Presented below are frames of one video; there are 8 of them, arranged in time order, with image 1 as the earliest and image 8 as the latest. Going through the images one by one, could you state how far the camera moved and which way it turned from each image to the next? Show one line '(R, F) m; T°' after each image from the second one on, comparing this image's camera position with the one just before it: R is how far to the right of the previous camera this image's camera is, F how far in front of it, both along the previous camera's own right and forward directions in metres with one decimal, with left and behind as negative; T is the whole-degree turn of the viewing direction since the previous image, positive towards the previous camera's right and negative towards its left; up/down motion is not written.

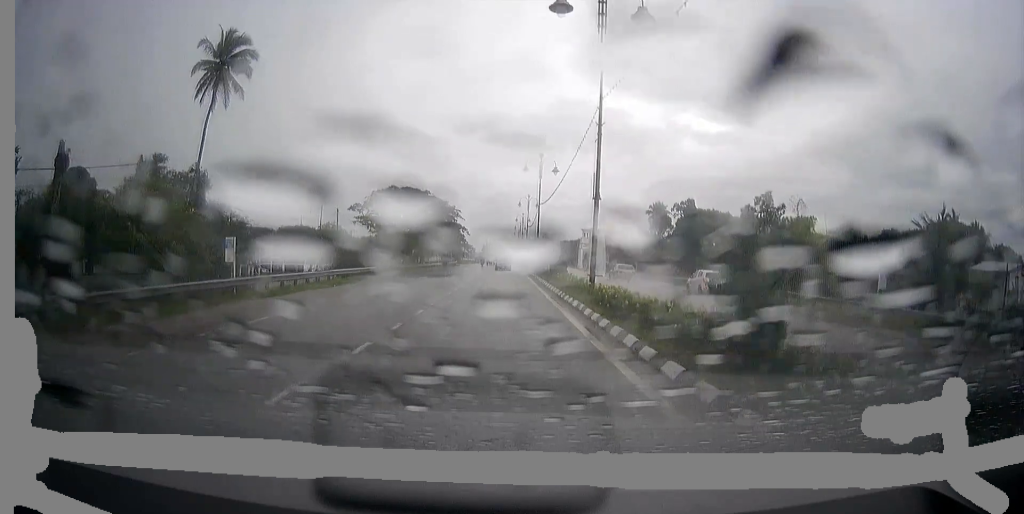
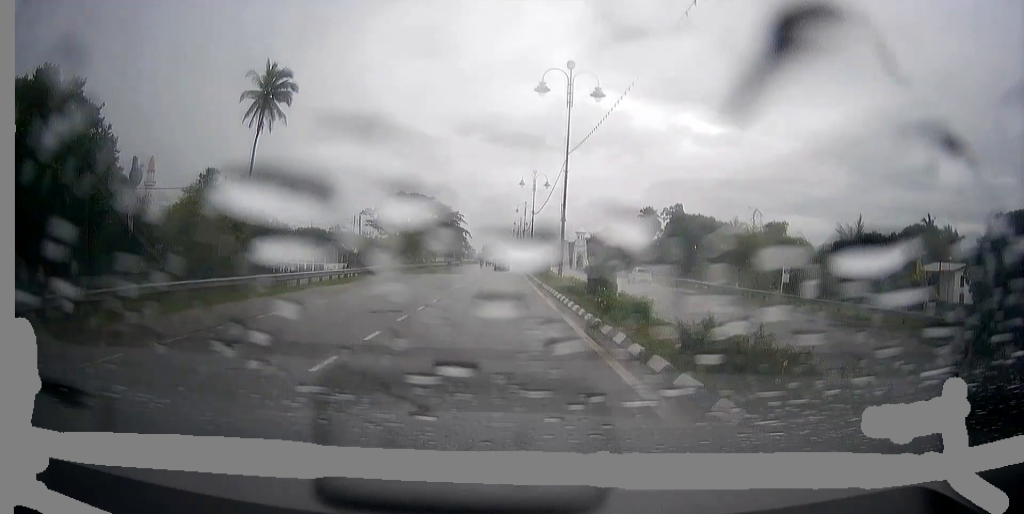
(0.0, +9.9) m; 0°
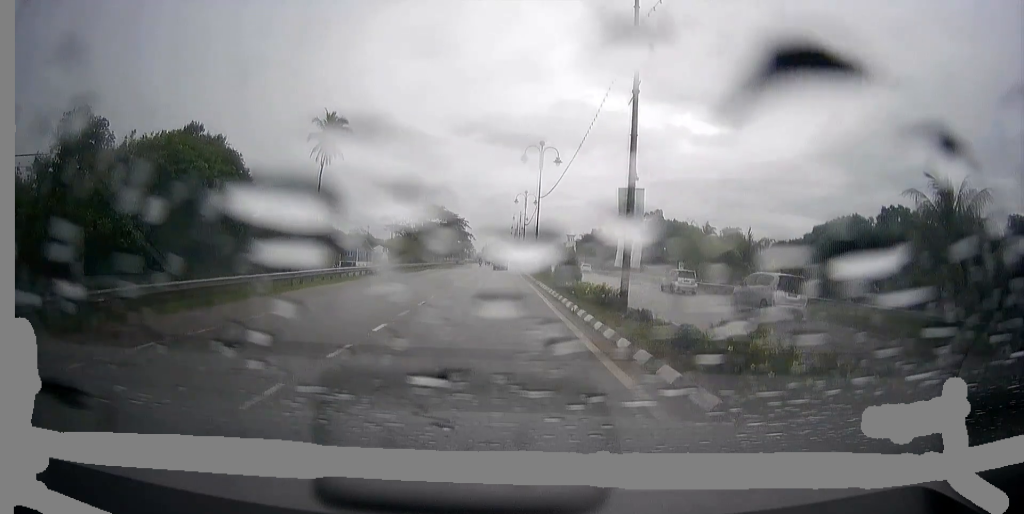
(0.0, +22.3) m; 0°
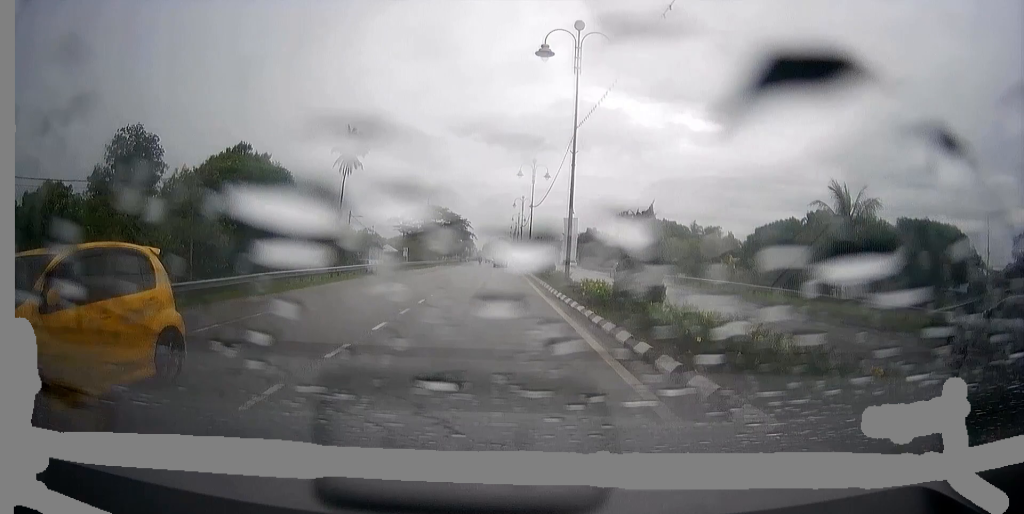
(0.0, +10.9) m; 0°
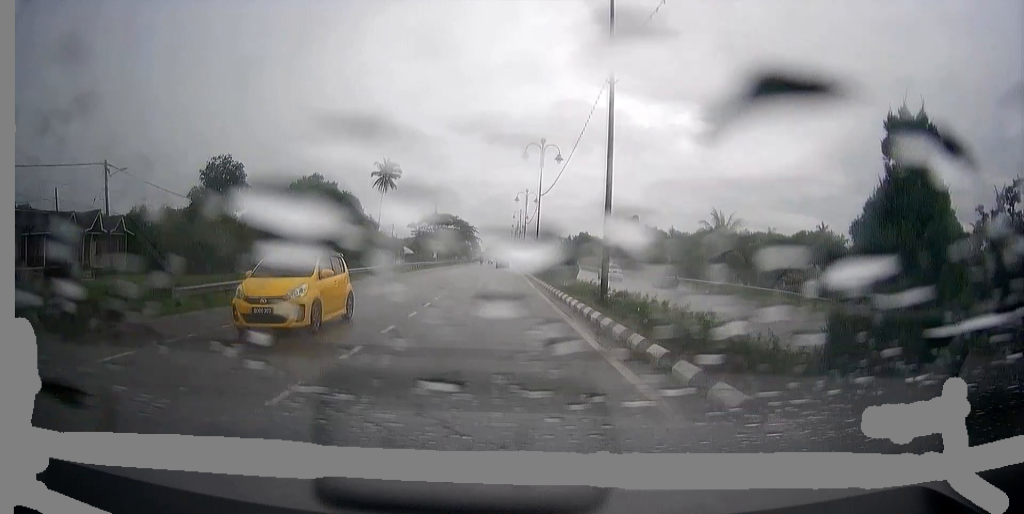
(-0.3, +25.8) m; 0°
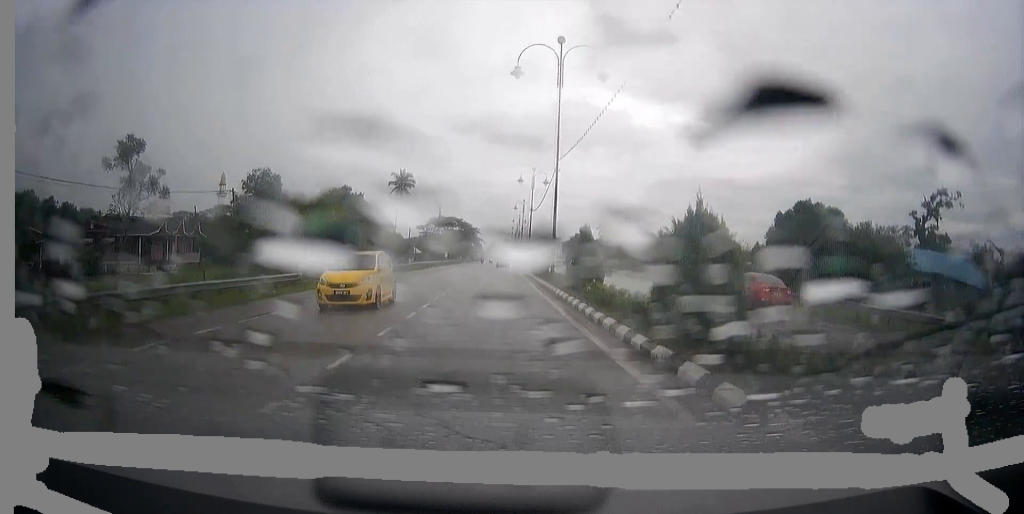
(0.0, +16.7) m; 0°
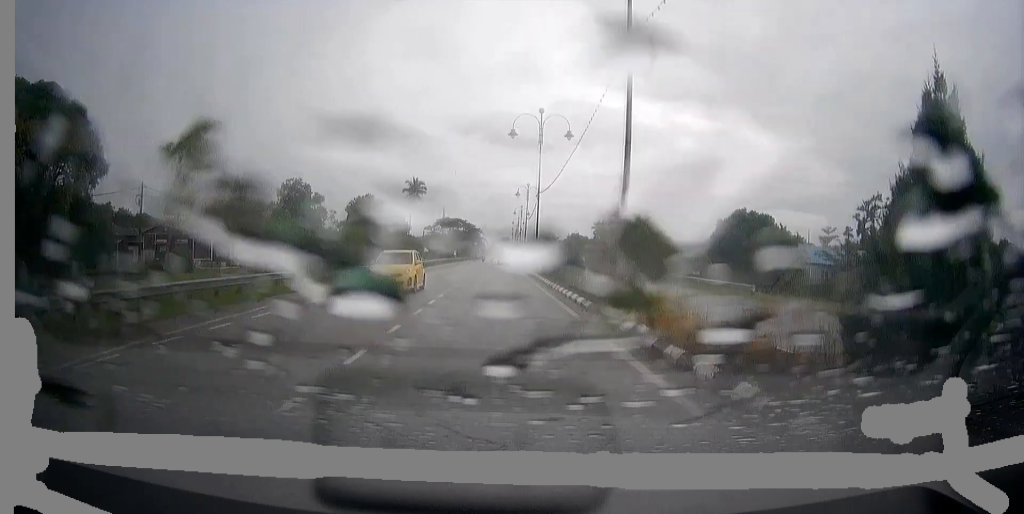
(+0.1, +17.1) m; 0°
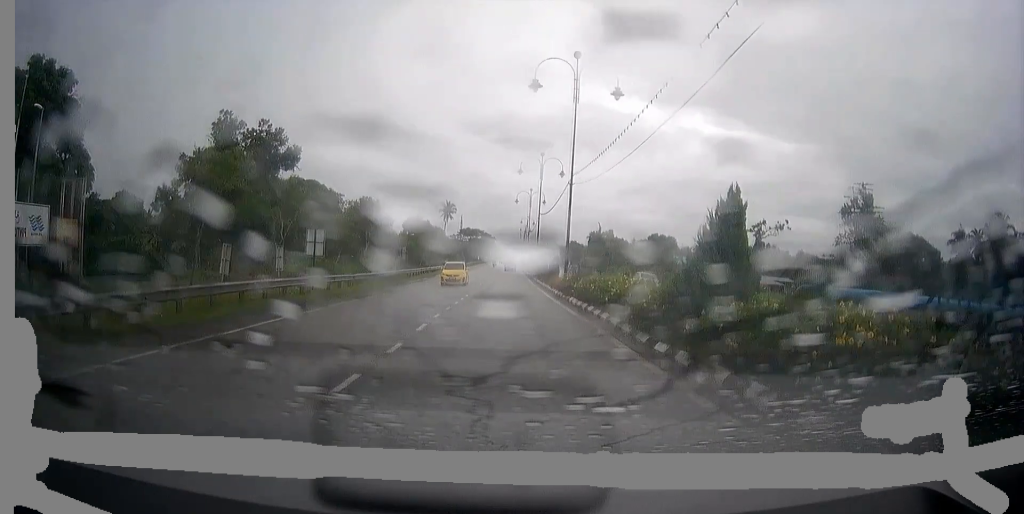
(+0.1, +54.0) m; +1°
